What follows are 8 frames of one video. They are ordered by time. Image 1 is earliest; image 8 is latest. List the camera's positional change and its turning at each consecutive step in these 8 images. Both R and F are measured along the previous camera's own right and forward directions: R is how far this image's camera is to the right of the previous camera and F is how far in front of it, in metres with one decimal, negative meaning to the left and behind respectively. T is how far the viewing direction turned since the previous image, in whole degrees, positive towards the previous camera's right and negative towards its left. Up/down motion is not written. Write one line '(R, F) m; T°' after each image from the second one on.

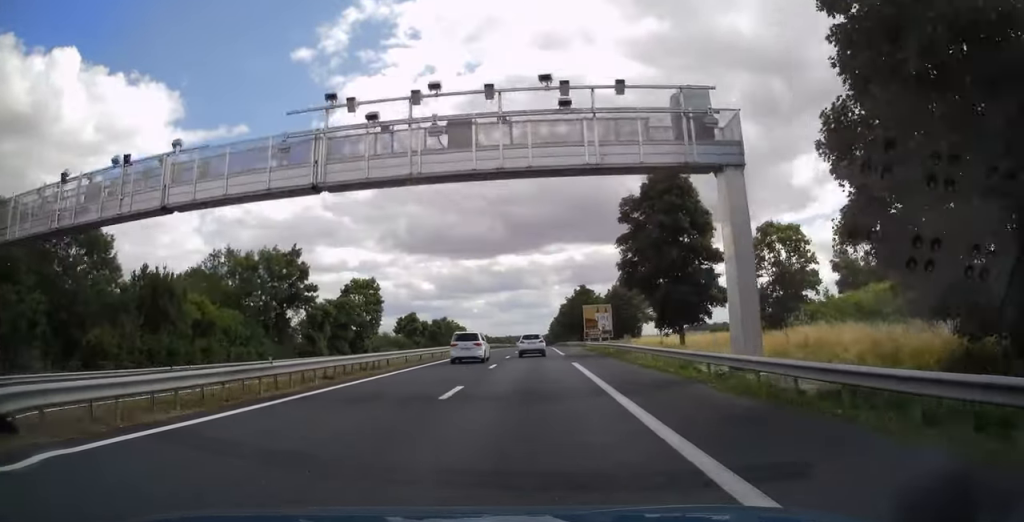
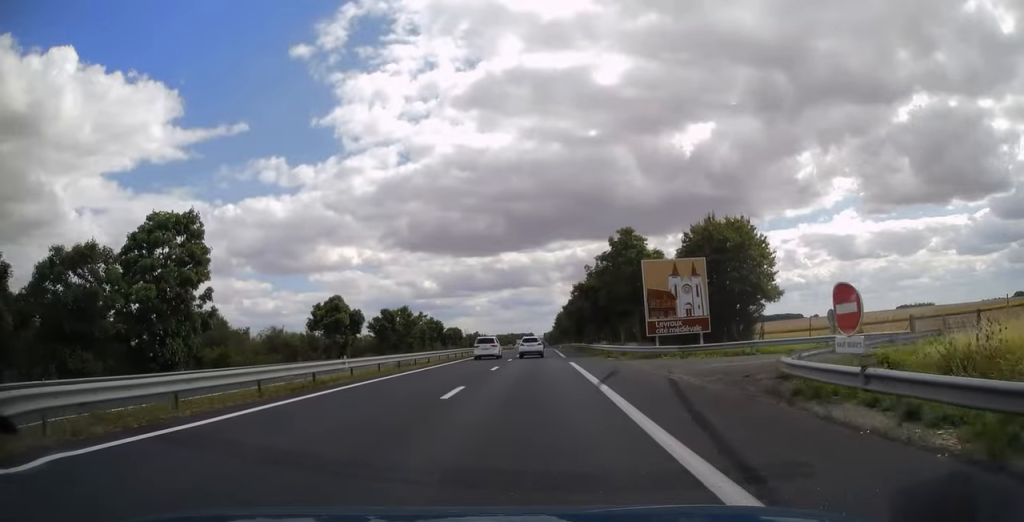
(-0.2, +49.8) m; 0°
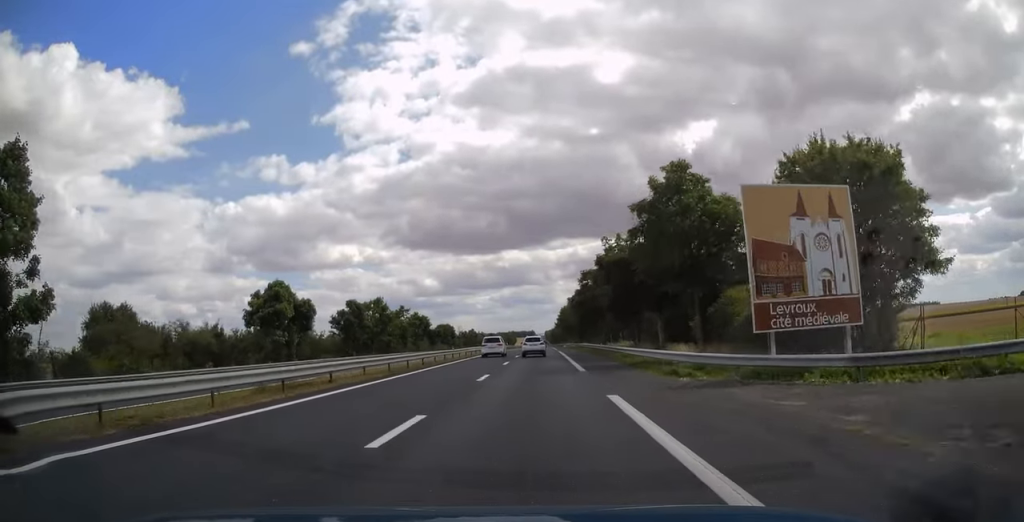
(0.0, +18.6) m; 0°
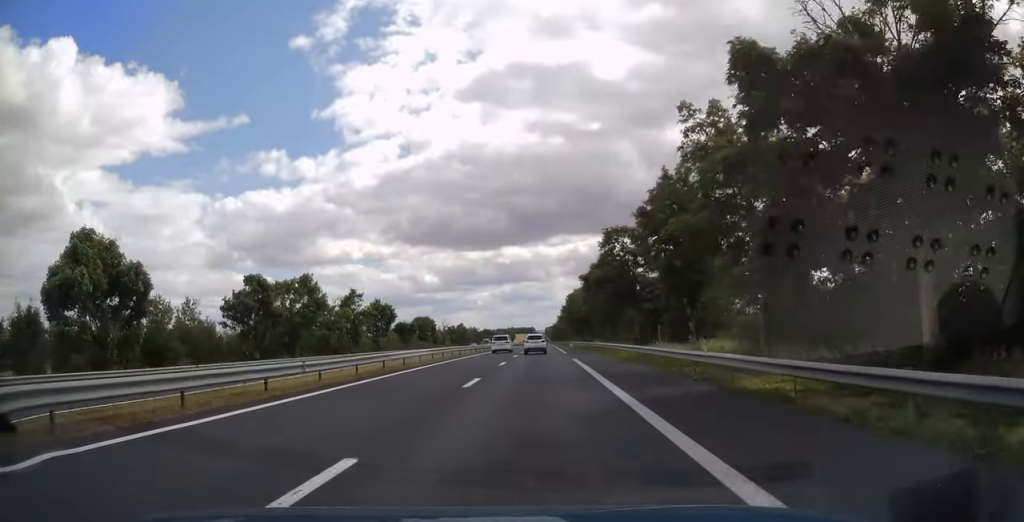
(0.0, +29.5) m; 0°
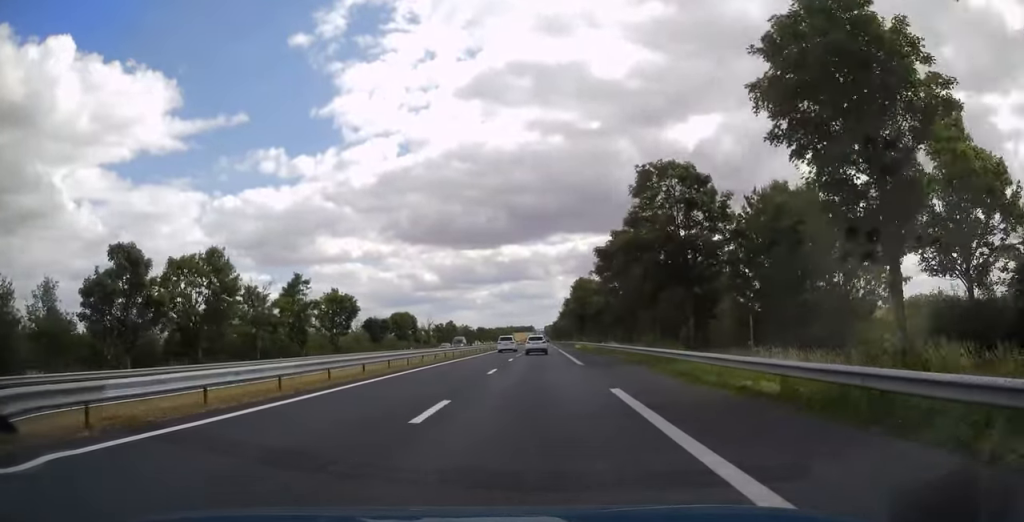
(0.0, +19.1) m; 0°
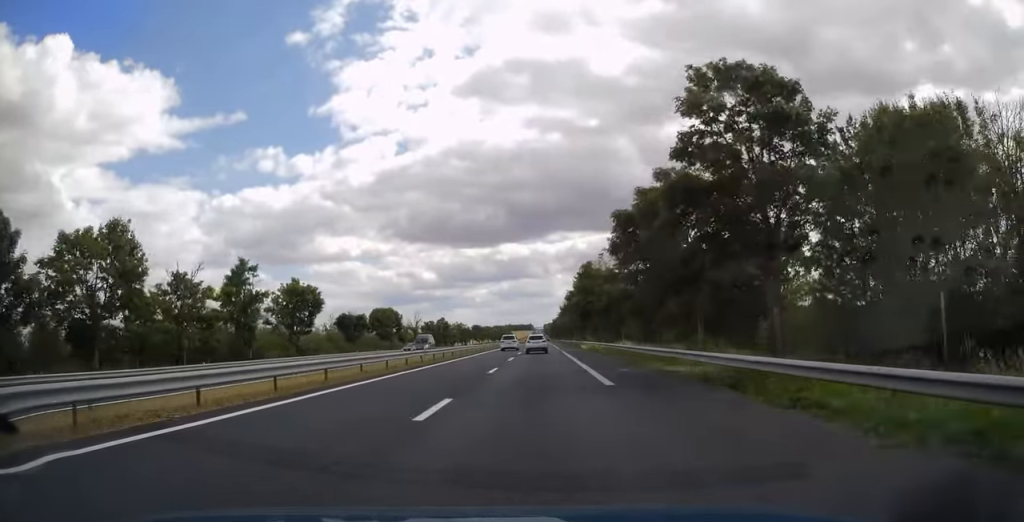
(0.0, +12.2) m; 0°
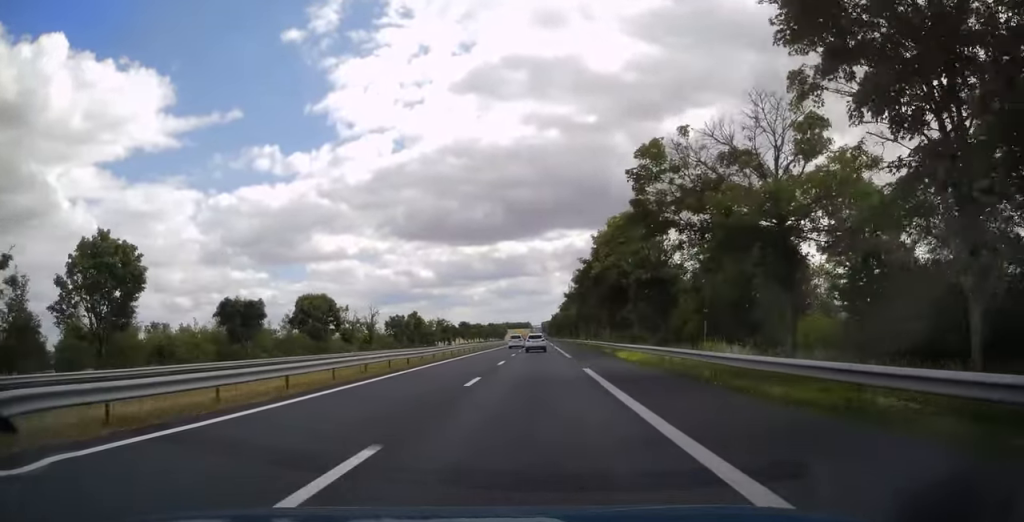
(+0.1, +31.0) m; 0°
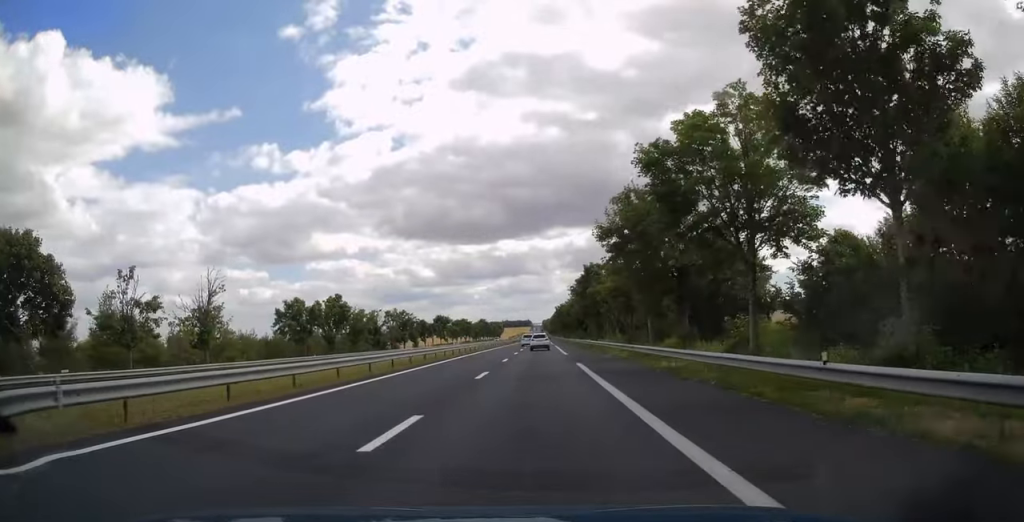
(-0.1, +47.6) m; 0°
